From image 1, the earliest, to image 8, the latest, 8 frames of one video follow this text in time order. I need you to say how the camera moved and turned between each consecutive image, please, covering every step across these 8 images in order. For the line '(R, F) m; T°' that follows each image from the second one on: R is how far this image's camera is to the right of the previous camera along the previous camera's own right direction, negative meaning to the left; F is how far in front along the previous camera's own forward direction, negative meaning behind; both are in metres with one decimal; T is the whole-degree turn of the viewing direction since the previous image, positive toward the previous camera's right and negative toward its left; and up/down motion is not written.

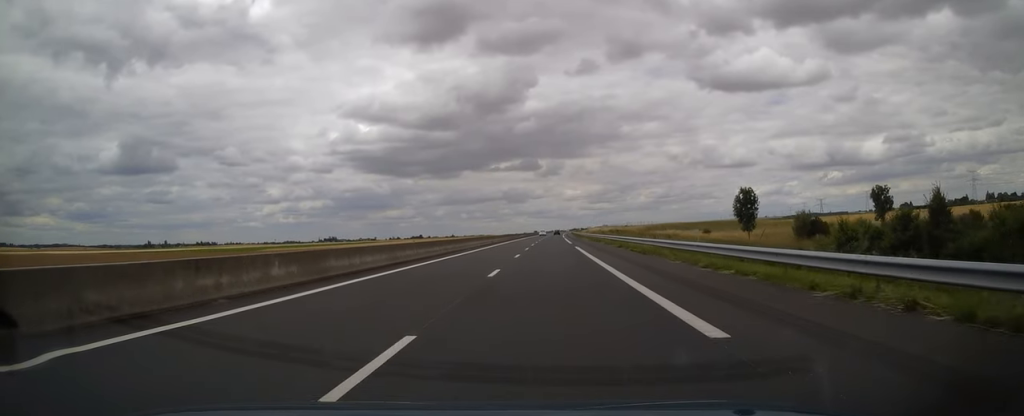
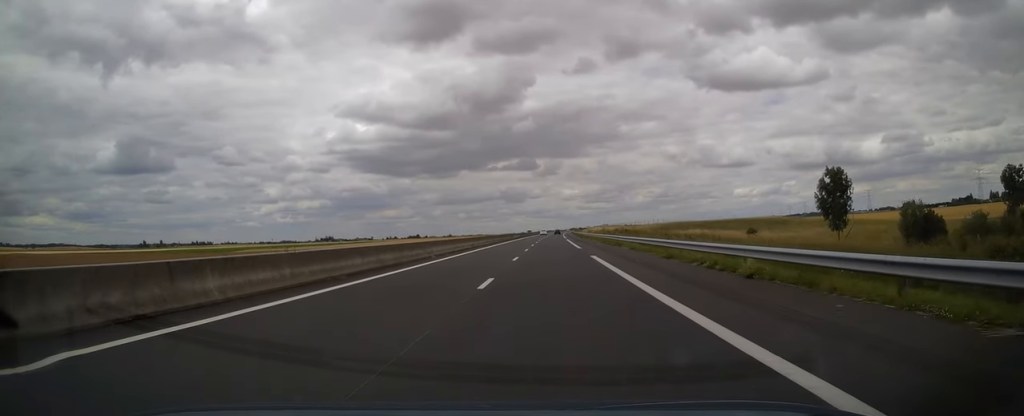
(-0.1, +16.5) m; +1°
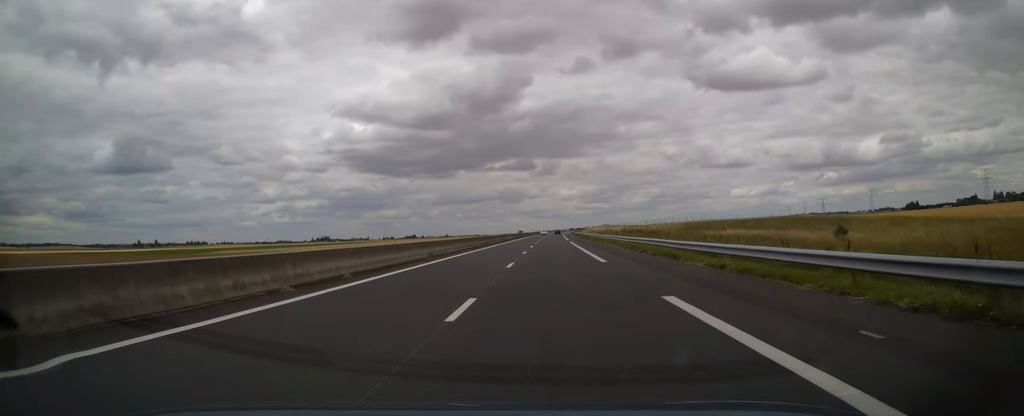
(+0.3, +18.0) m; 0°
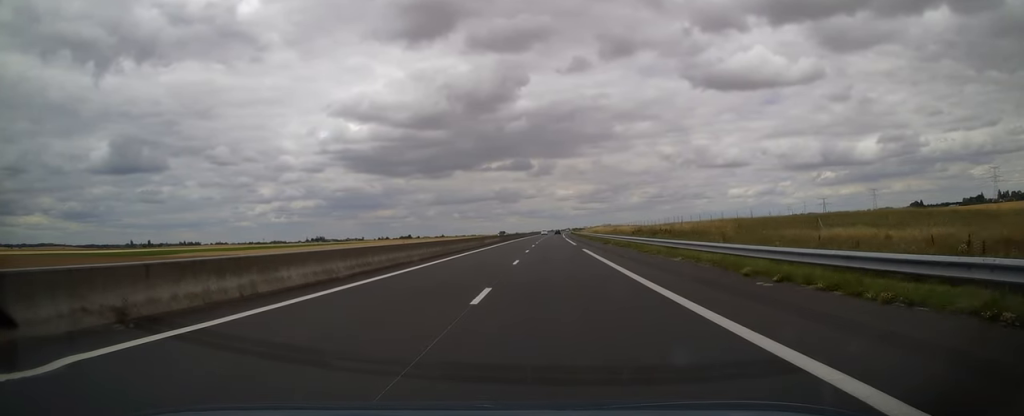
(0.0, +23.9) m; 0°
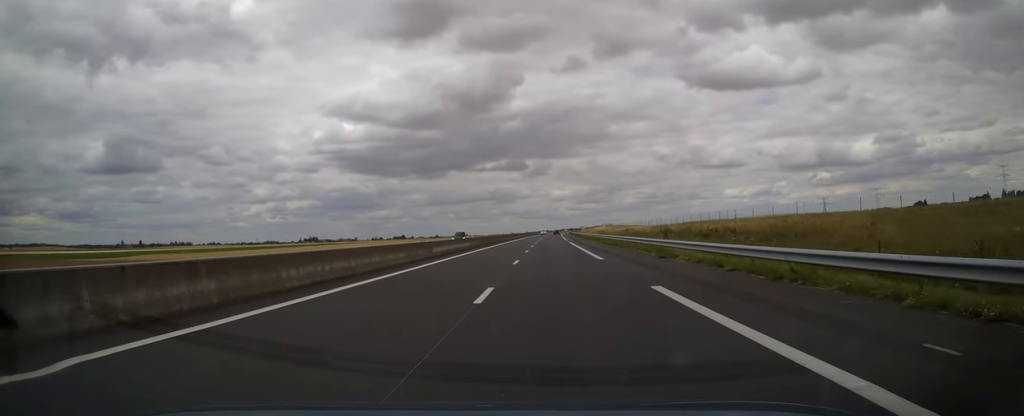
(-0.1, +25.8) m; 0°
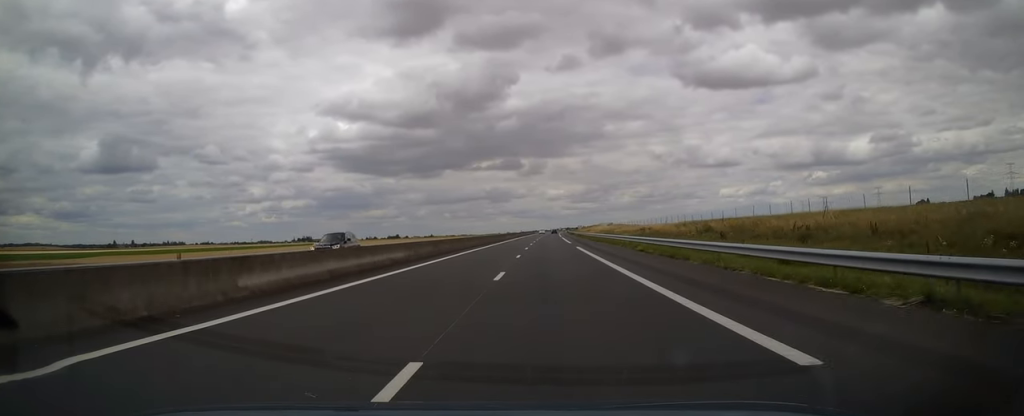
(+0.2, +21.0) m; +1°
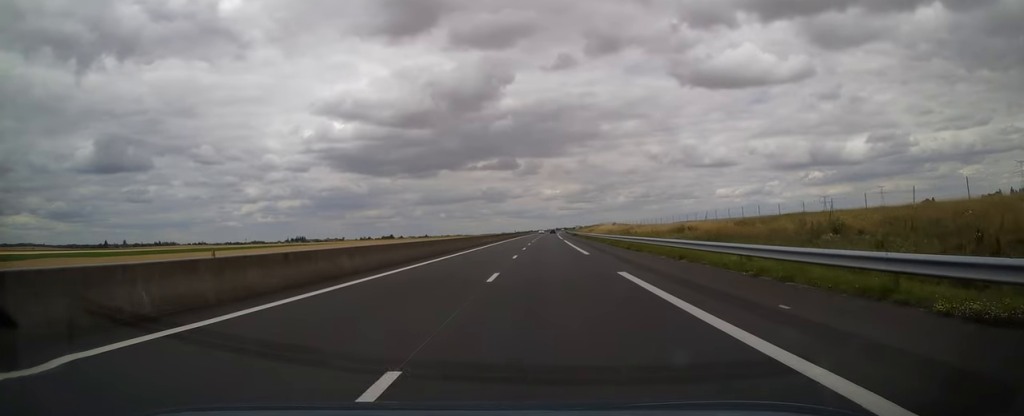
(0.0, +26.3) m; +1°
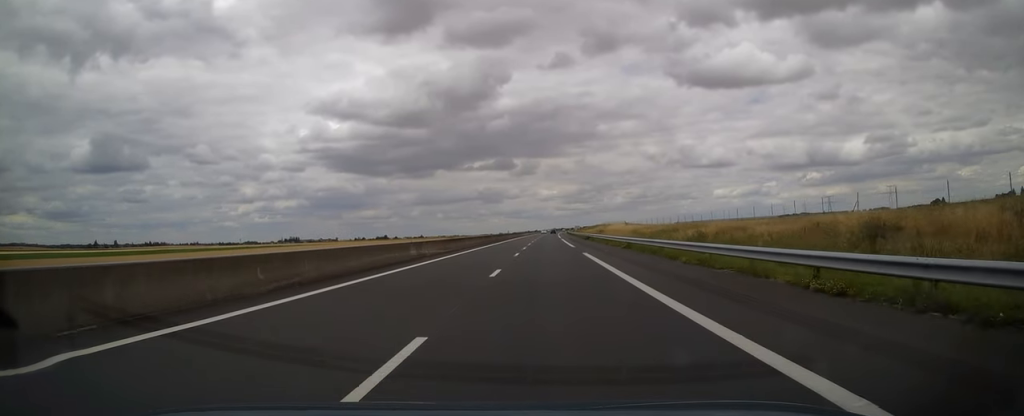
(+0.4, +37.0) m; 0°
